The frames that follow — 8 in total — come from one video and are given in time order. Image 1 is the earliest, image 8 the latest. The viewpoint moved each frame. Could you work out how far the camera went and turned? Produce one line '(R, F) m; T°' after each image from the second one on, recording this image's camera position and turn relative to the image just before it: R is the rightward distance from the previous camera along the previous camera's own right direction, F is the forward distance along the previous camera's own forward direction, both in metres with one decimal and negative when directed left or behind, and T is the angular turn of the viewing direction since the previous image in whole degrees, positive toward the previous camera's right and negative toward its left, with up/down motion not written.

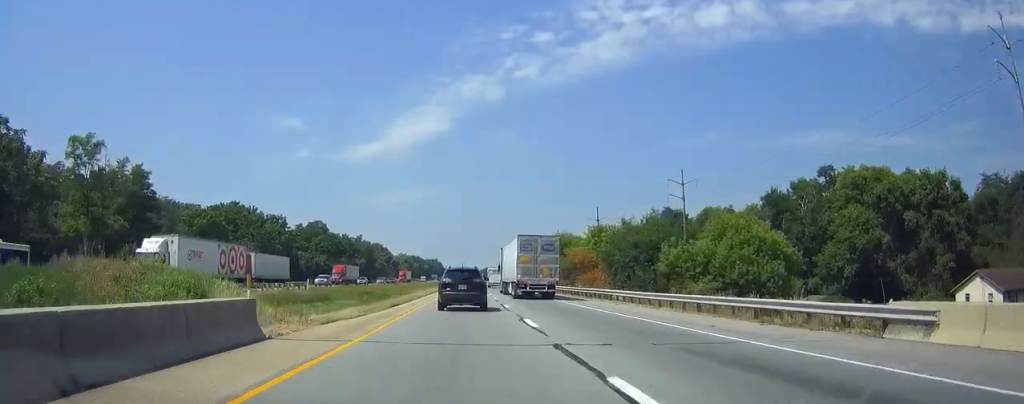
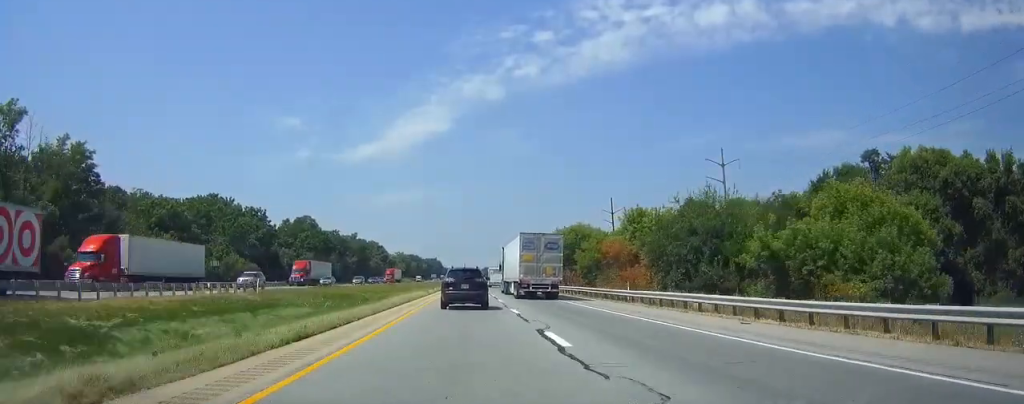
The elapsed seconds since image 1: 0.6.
(0.0, +17.0) m; 0°
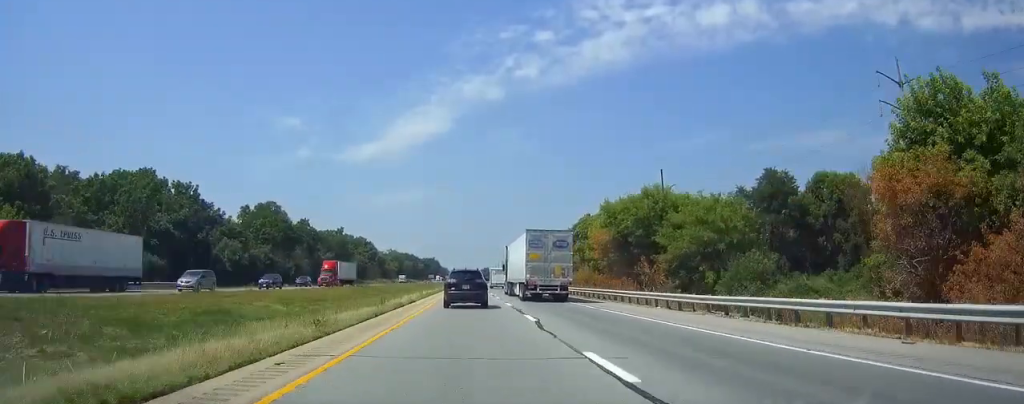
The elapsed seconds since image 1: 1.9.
(0.0, +40.4) m; 0°
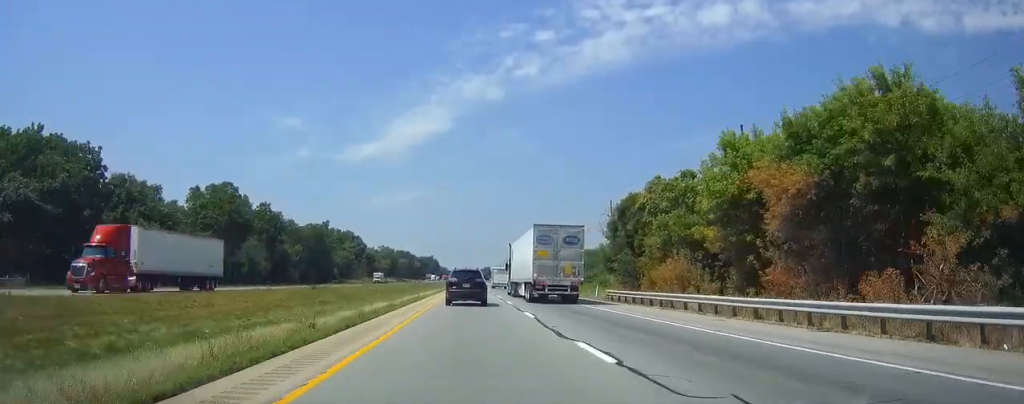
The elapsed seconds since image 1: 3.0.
(-0.1, +34.6) m; 0°
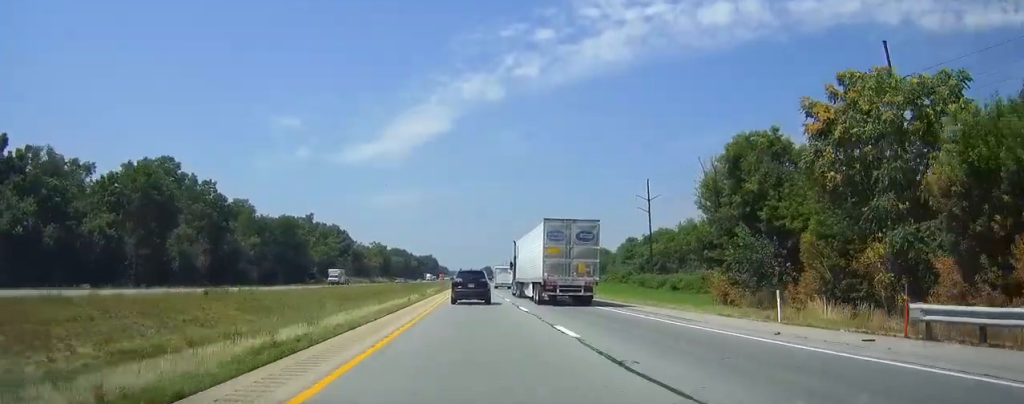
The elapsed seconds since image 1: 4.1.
(-0.1, +31.9) m; 0°
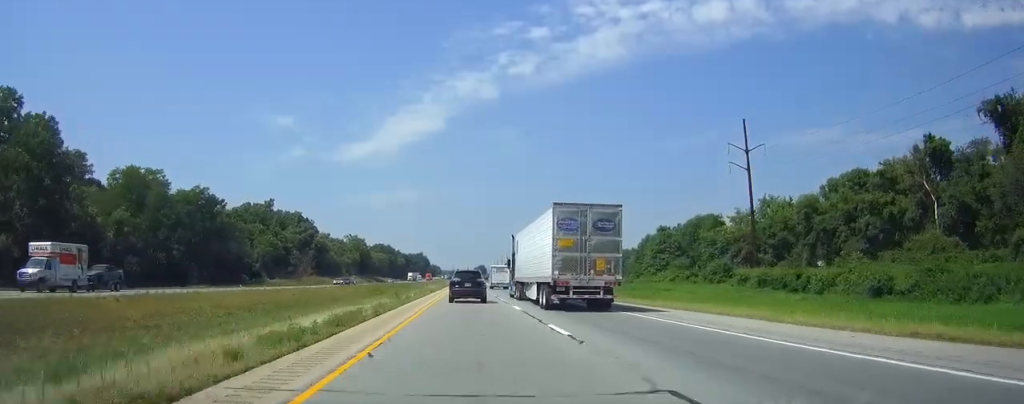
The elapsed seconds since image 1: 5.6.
(-0.2, +48.1) m; 0°
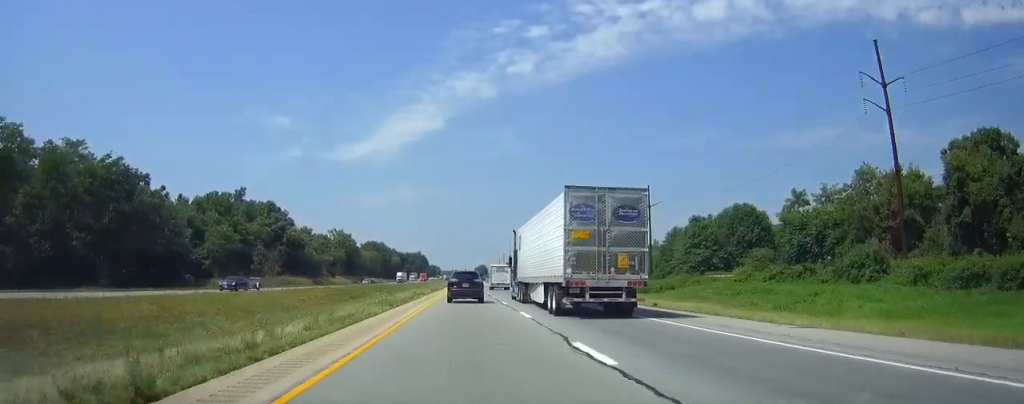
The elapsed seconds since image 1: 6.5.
(+0.2, +29.6) m; 0°
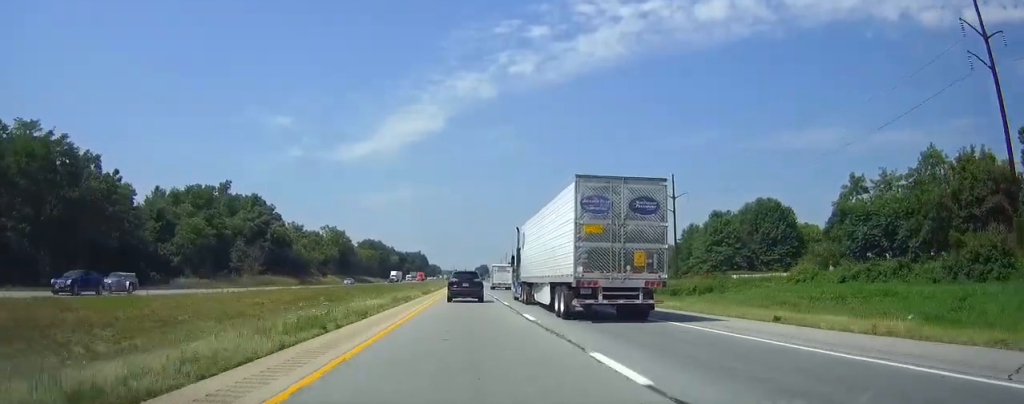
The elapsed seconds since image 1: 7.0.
(0.0, +13.8) m; 0°
